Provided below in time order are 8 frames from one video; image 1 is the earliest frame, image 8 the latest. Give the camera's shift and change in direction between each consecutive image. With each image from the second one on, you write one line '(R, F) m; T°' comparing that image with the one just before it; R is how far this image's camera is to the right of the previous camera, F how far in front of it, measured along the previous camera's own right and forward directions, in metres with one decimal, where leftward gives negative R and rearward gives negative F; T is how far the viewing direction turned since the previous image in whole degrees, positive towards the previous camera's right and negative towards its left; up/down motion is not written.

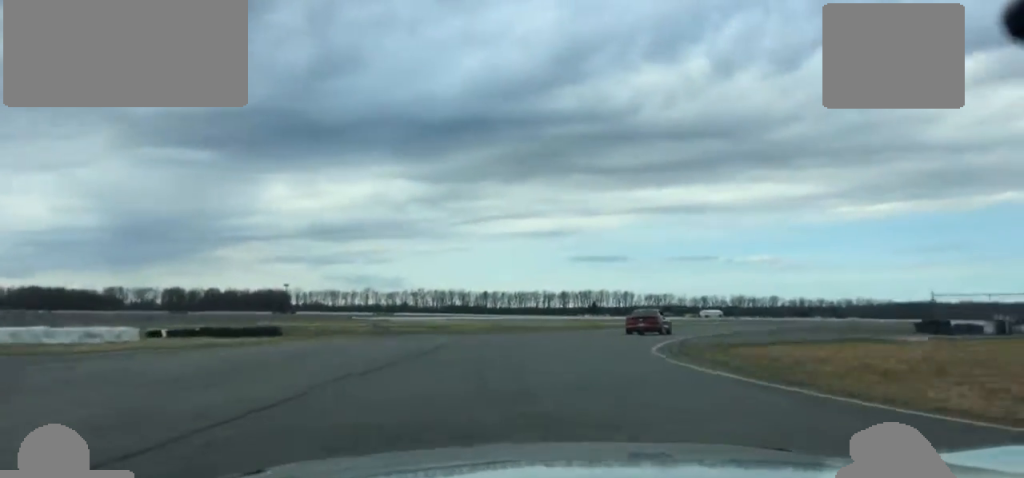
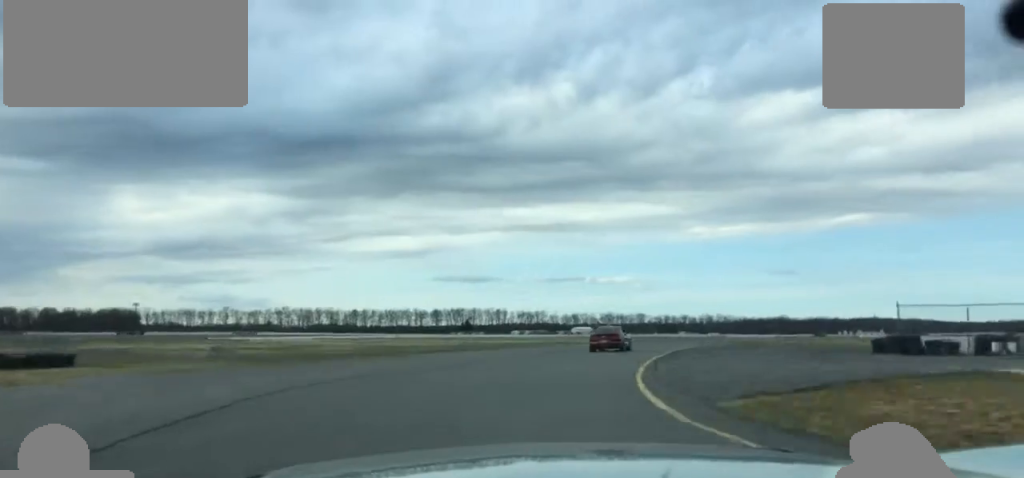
(+1.4, +13.7) m; +6°
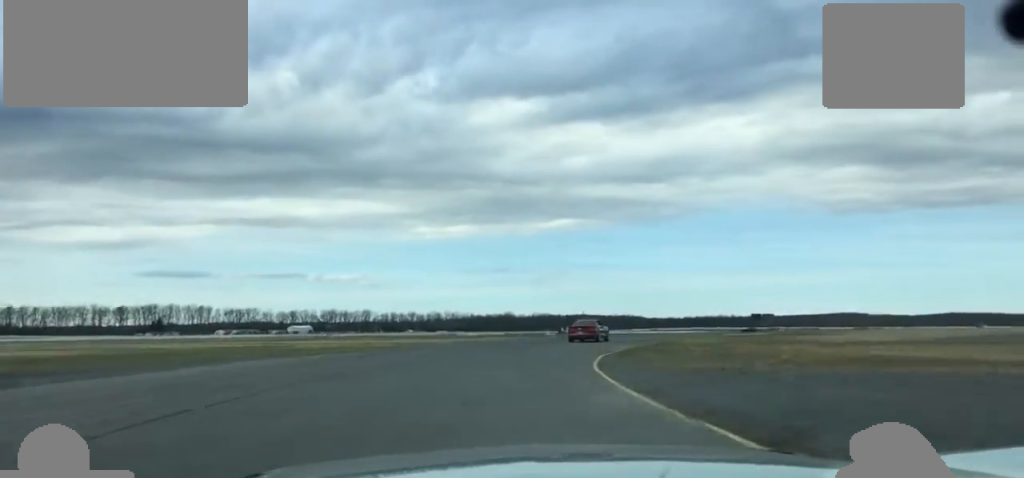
(+5.9, +42.7) m; +19°
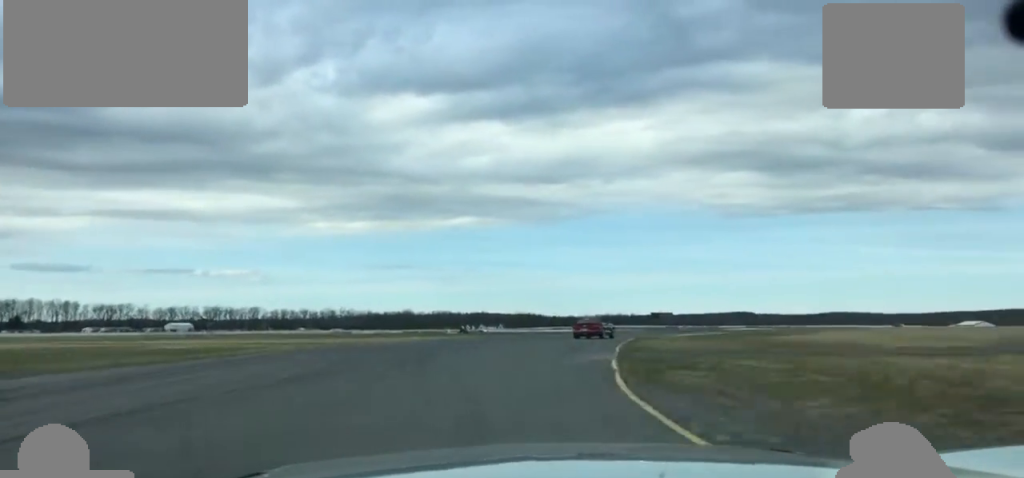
(0.0, +16.2) m; +10°
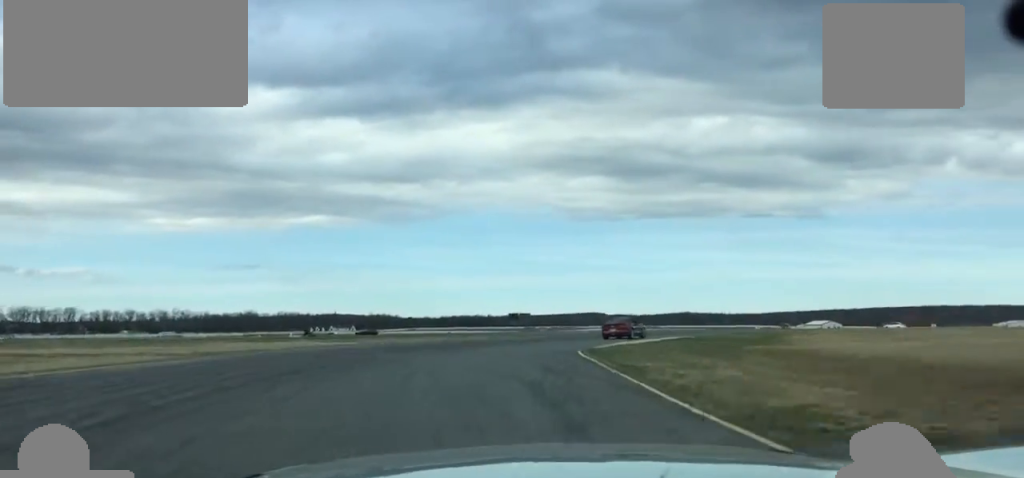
(+4.8, +25.3) m; +12°
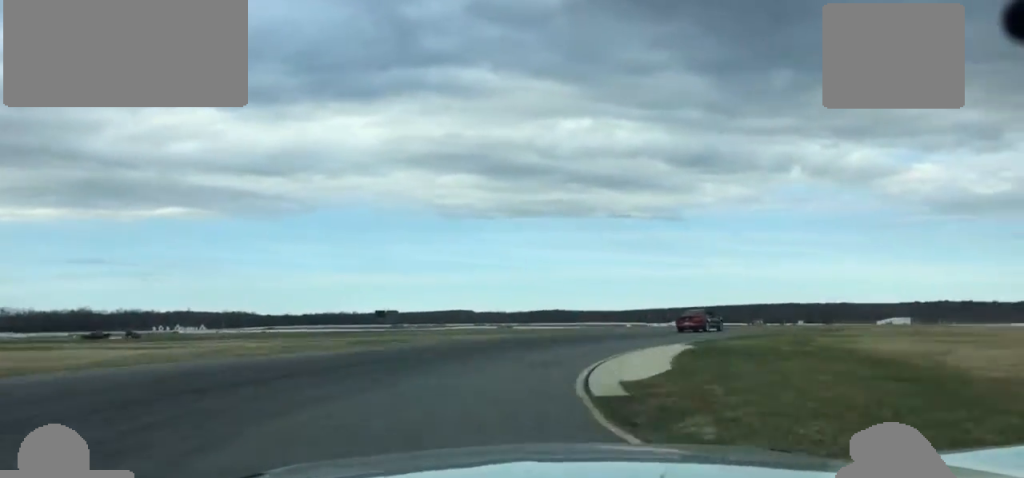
(+1.0, +25.8) m; +9°
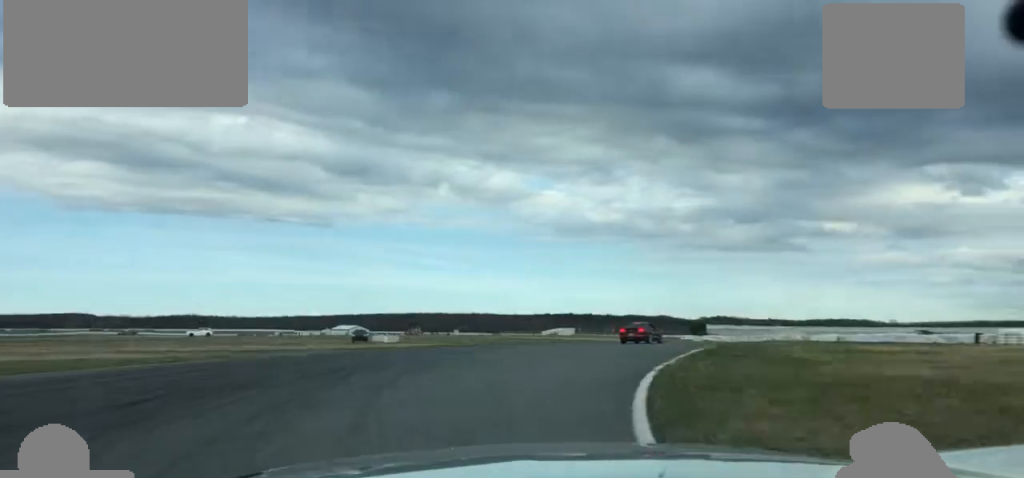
(+4.7, +33.1) m; +17°
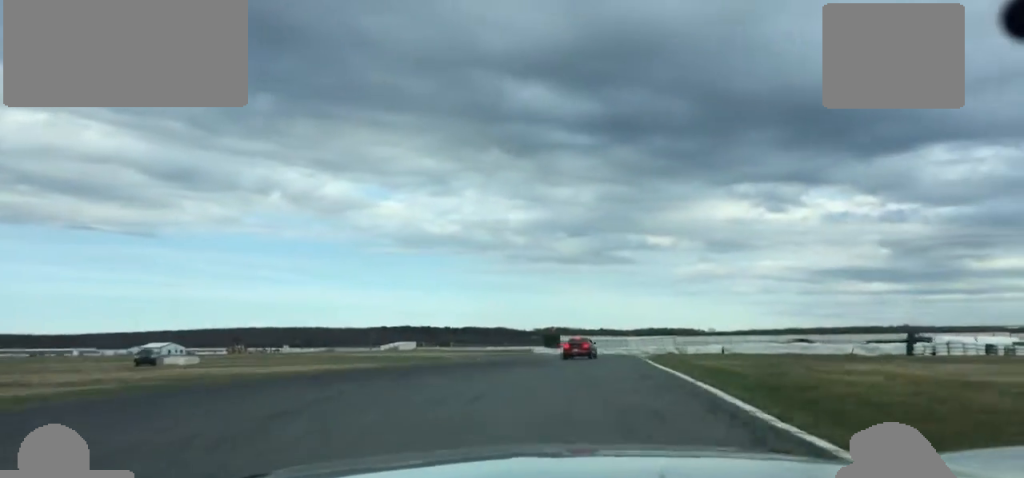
(+2.0, +18.1) m; +8°
